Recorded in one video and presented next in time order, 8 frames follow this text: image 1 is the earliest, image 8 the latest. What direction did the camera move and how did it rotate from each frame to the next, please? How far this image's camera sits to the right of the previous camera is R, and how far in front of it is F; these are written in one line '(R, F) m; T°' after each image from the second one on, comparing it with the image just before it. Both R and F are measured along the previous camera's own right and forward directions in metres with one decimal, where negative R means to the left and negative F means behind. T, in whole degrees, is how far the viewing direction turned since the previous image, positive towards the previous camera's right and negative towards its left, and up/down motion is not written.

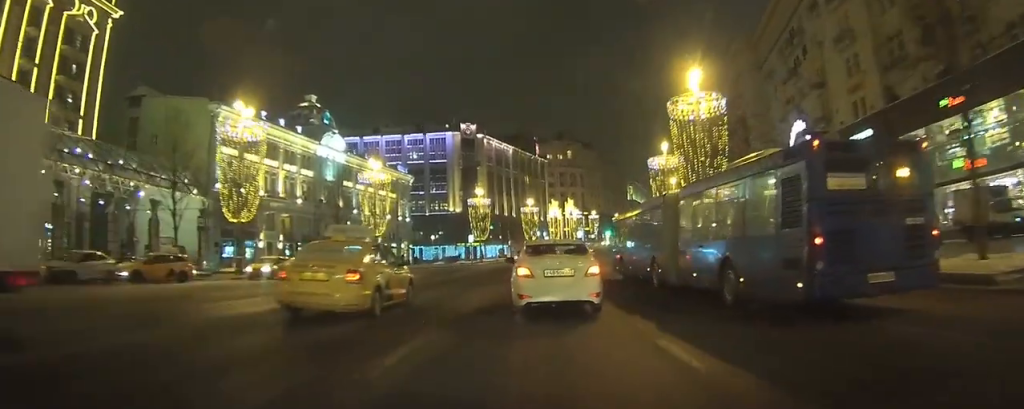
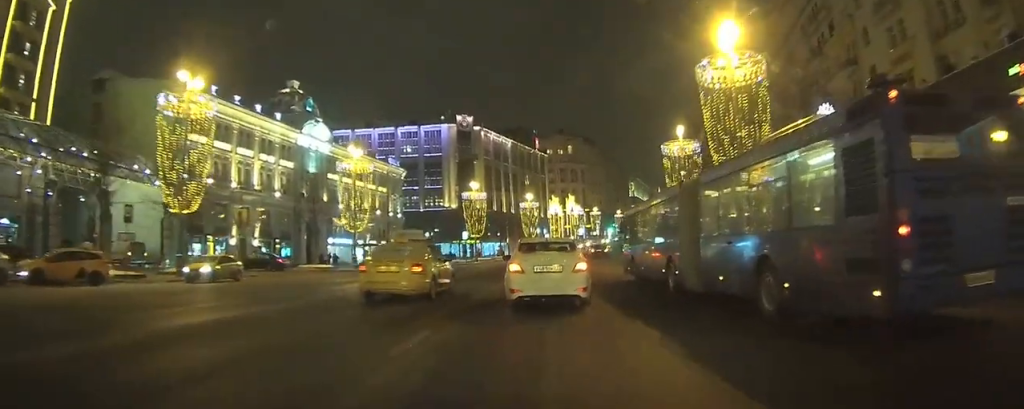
(-0.1, +7.3) m; +2°
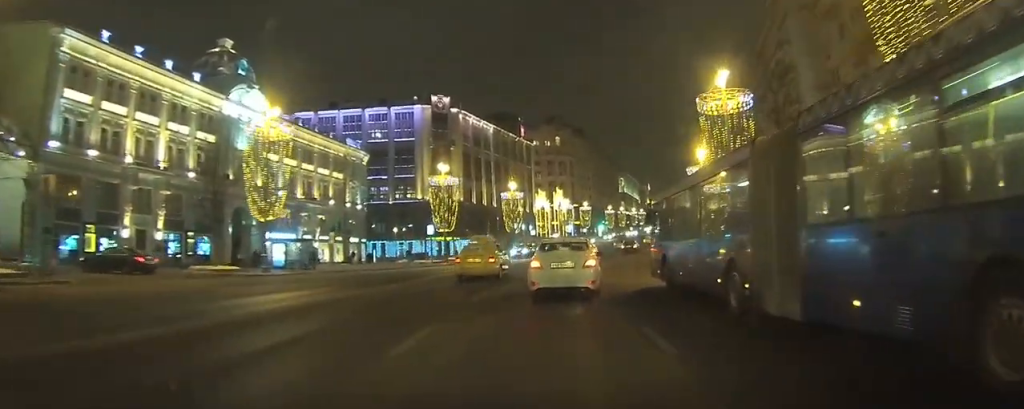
(+1.0, +17.2) m; +4°
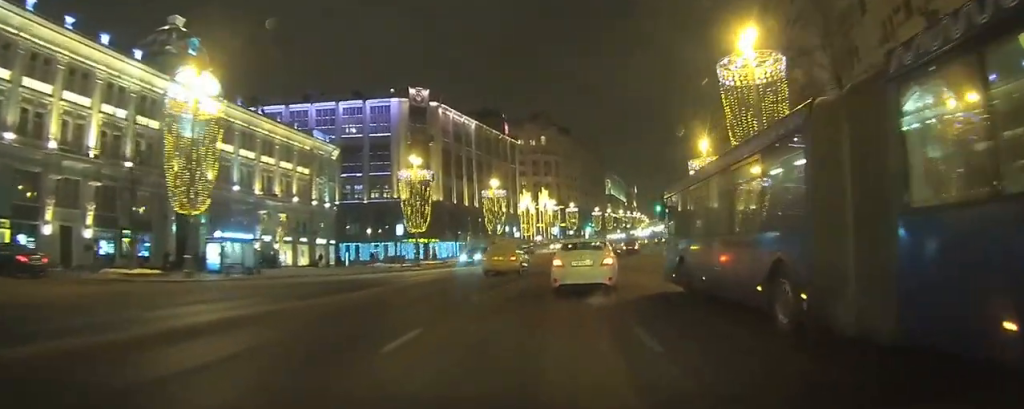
(0.0, +7.9) m; +1°
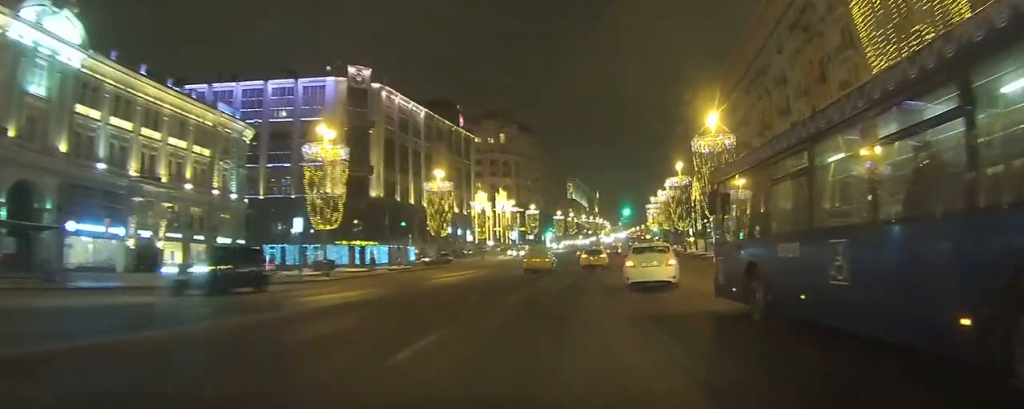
(+0.5, +16.5) m; +4°
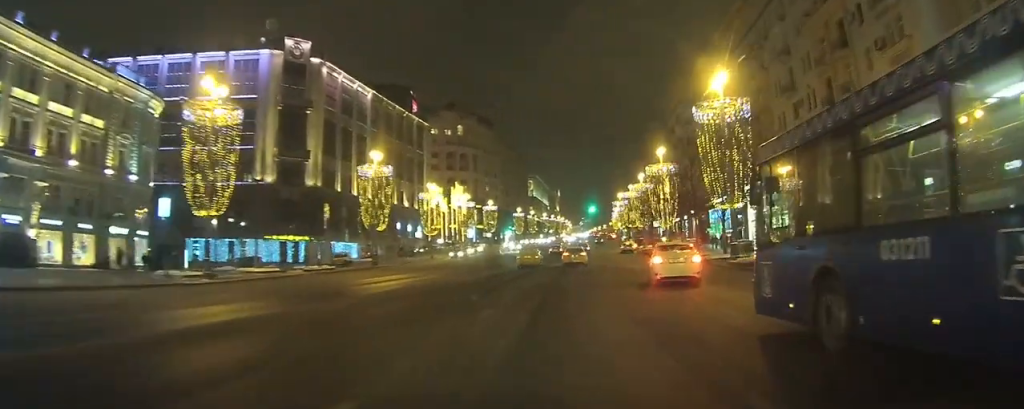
(+0.2, +11.9) m; +2°
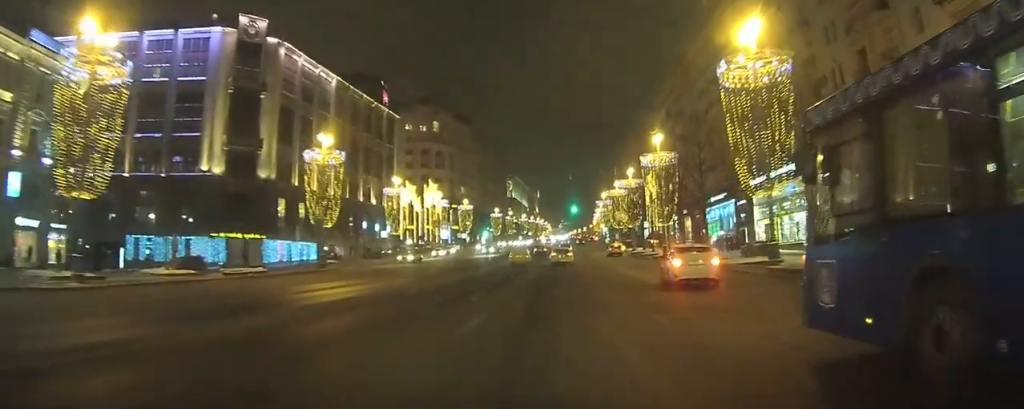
(+0.2, +9.2) m; +2°
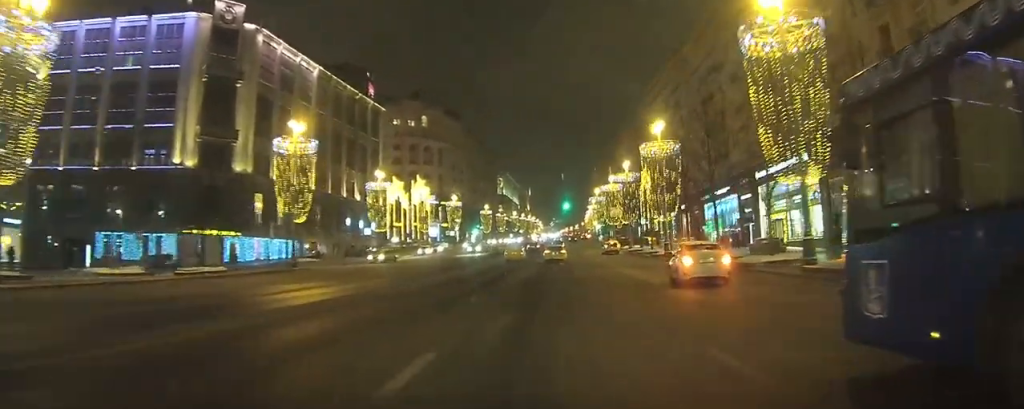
(0.0, +4.5) m; +1°
